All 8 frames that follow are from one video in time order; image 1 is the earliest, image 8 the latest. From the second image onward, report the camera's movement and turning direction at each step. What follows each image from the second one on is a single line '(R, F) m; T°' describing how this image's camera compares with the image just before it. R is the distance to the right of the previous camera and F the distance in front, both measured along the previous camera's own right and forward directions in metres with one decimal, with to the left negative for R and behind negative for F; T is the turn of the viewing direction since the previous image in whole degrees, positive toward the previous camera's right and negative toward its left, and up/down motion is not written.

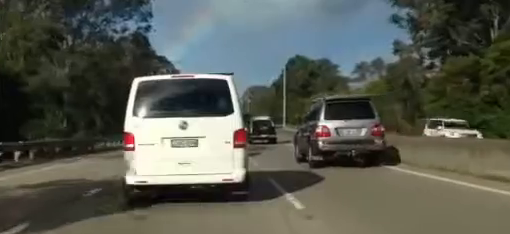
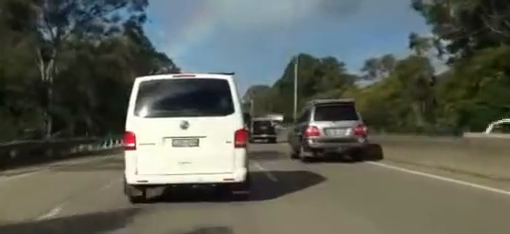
(0.0, +6.9) m; 0°
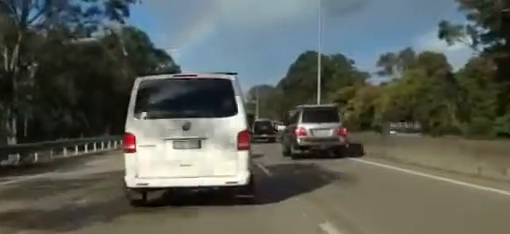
(0.0, +10.2) m; 0°
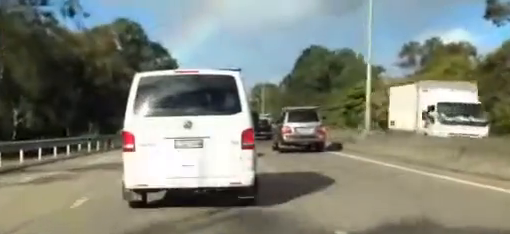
(-0.1, +12.8) m; -1°
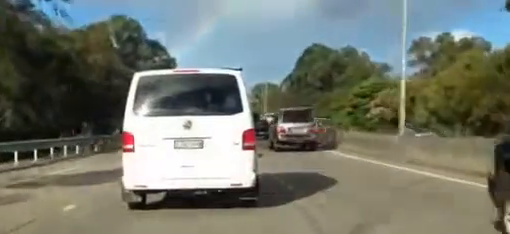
(-0.1, +4.8) m; 0°
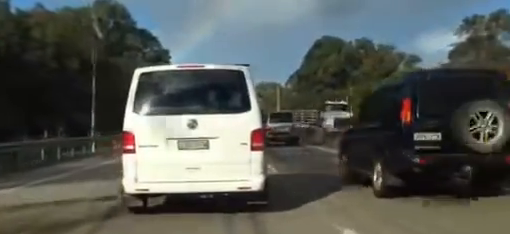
(+0.5, +18.5) m; +2°
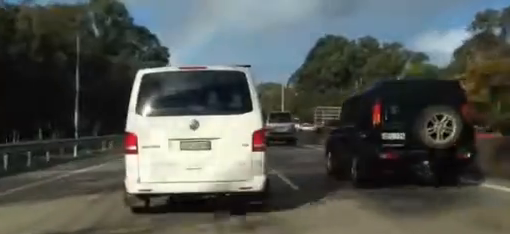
(+0.1, +3.8) m; 0°
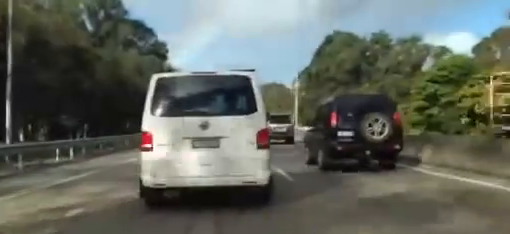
(-0.3, +9.6) m; -2°
